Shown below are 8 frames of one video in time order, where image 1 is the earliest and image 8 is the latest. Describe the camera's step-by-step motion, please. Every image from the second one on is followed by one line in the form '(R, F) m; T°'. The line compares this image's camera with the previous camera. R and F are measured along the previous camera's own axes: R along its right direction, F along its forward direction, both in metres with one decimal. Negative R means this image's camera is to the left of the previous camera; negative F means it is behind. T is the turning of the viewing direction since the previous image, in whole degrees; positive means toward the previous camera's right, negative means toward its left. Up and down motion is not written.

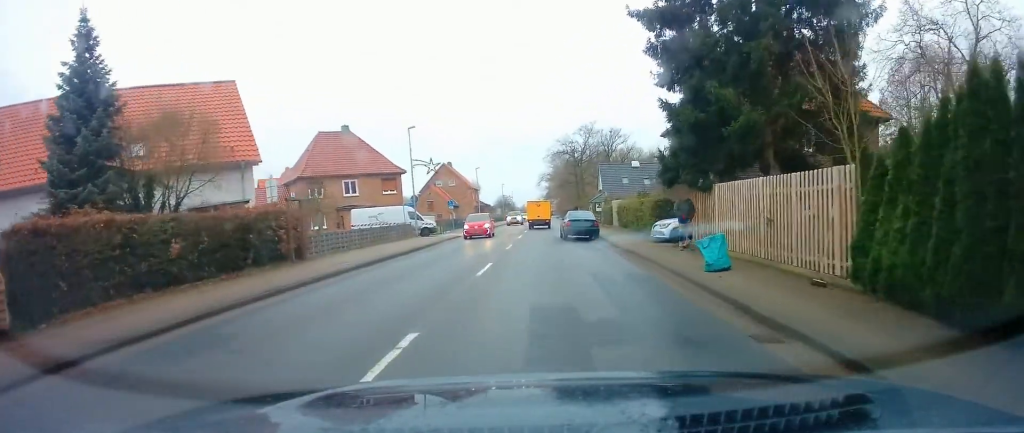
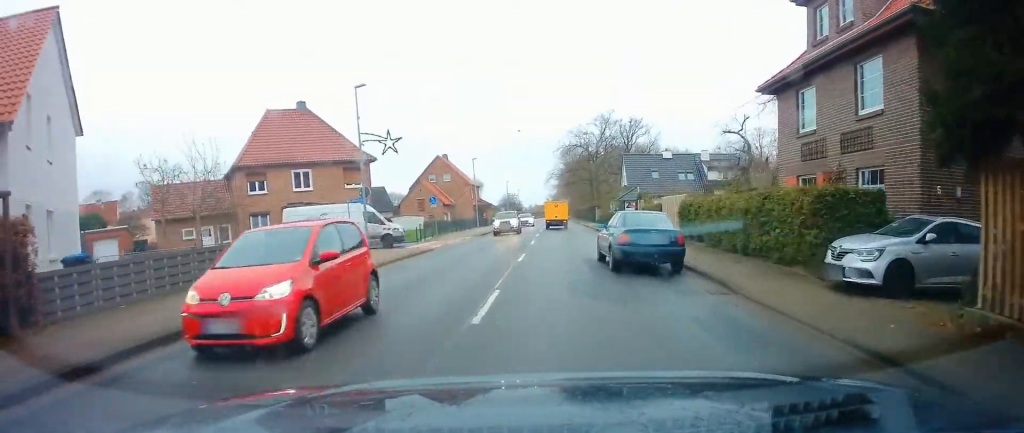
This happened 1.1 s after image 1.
(0.0, +14.0) m; 0°
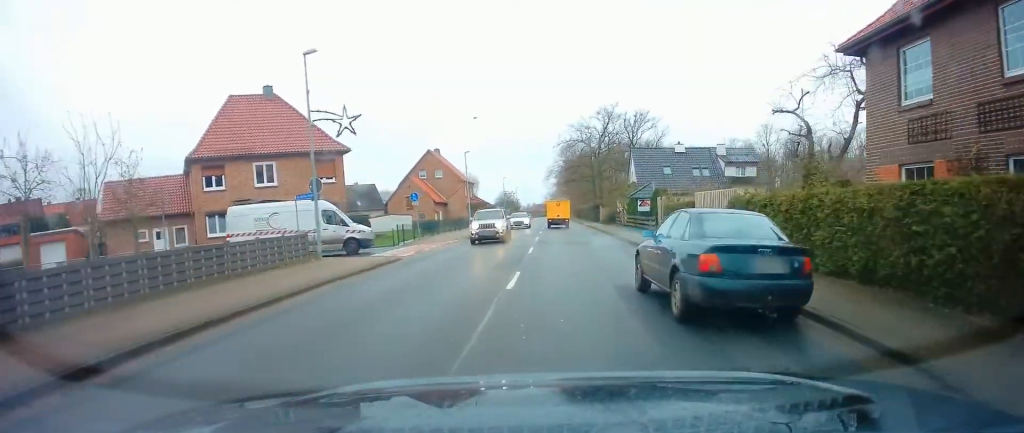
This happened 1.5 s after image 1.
(-0.1, +6.1) m; +1°
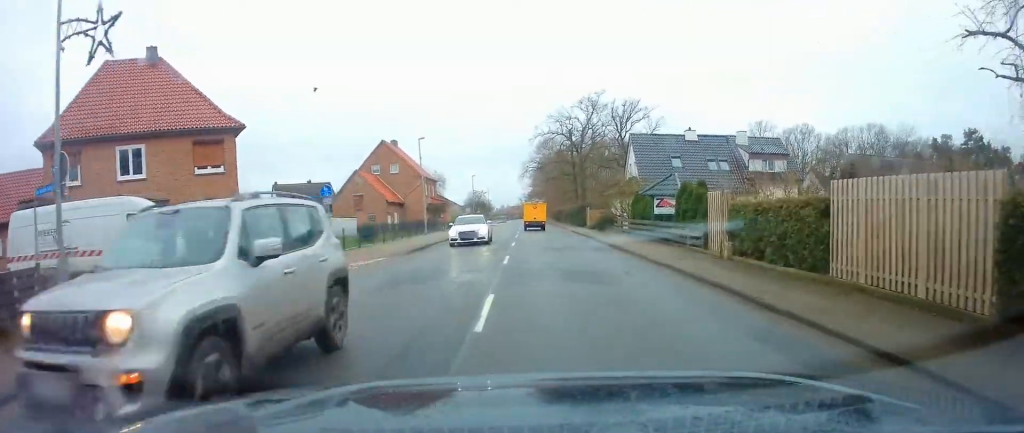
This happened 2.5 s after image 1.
(+0.3, +12.3) m; +2°
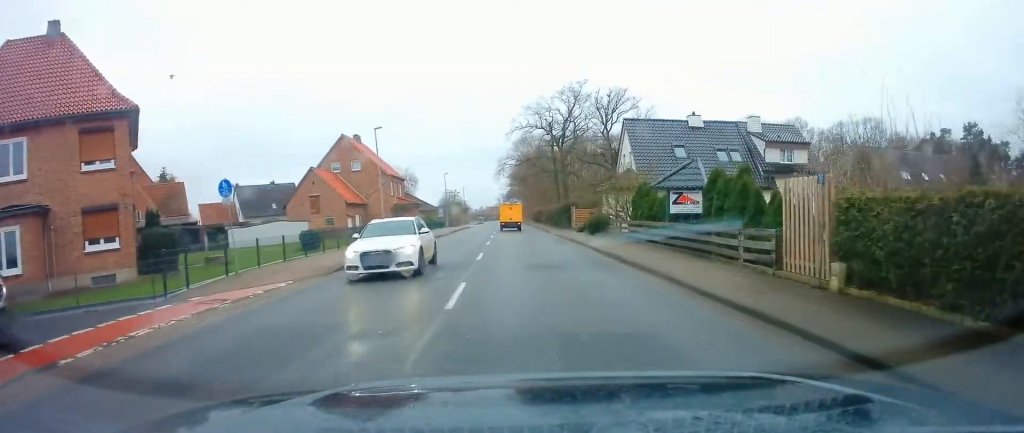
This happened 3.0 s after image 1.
(+0.2, +7.1) m; +1°
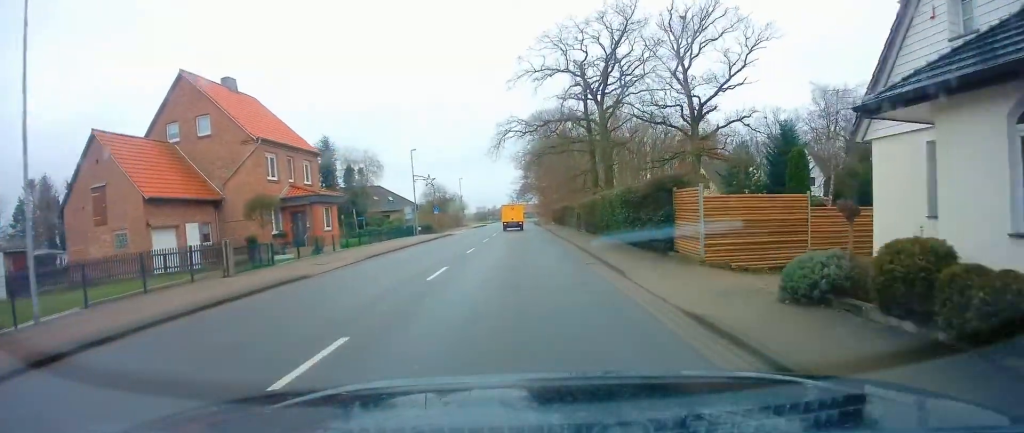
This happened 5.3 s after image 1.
(-0.6, +32.0) m; -2°
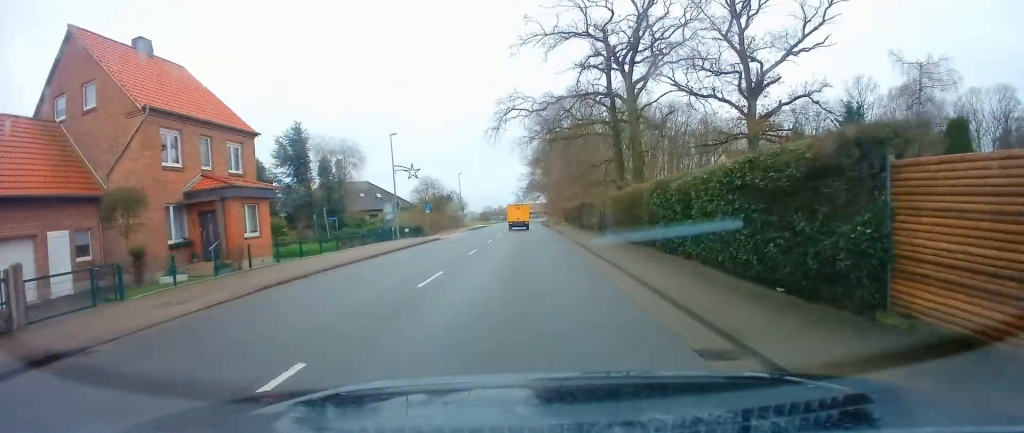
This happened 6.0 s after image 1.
(-0.1, +10.2) m; 0°
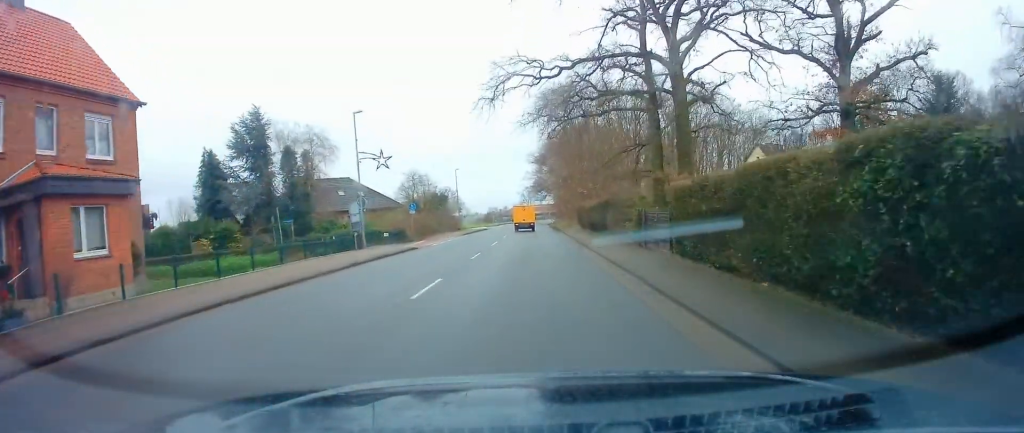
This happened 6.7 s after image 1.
(0.0, +10.2) m; 0°
